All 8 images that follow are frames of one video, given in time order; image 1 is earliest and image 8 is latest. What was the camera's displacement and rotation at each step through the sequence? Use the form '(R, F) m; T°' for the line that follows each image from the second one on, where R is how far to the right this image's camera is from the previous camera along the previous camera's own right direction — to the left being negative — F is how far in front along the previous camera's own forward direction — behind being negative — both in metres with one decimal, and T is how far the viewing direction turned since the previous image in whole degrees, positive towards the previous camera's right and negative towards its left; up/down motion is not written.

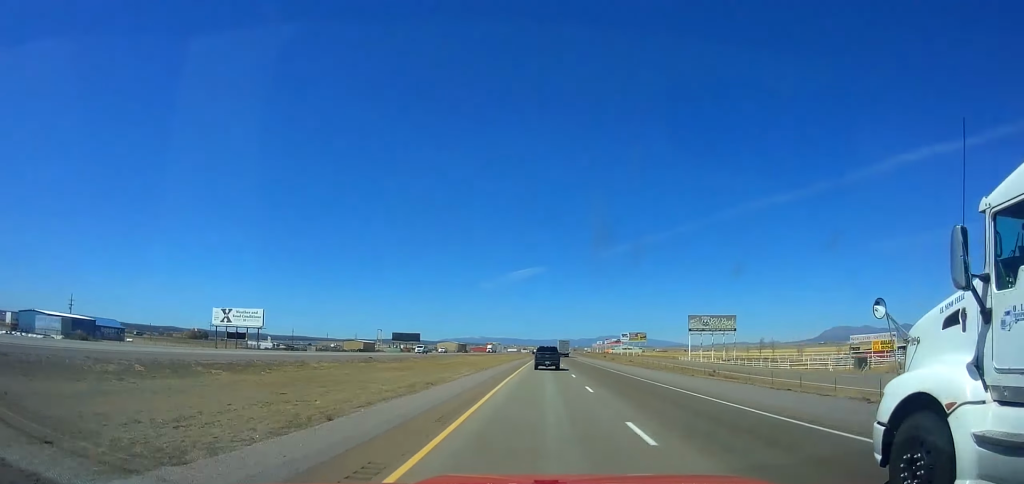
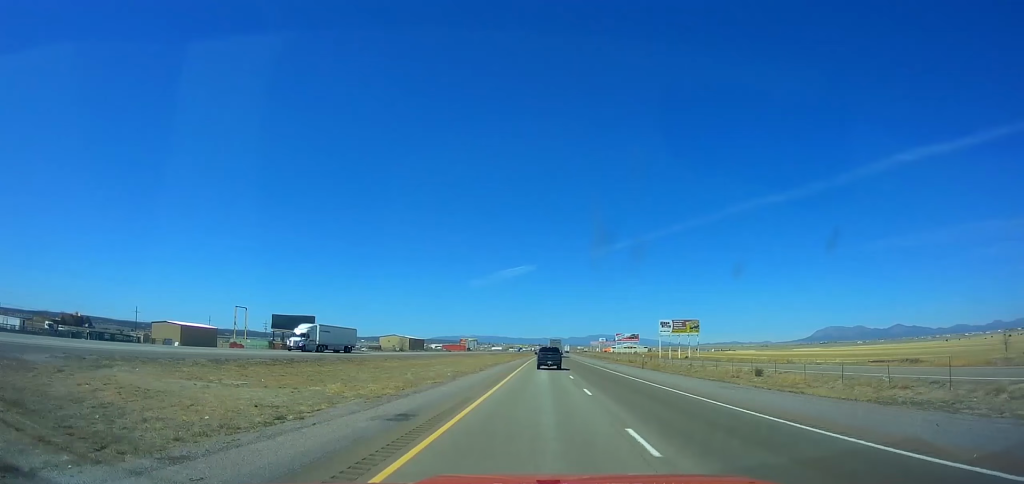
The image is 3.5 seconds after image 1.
(+0.9, +120.5) m; +1°
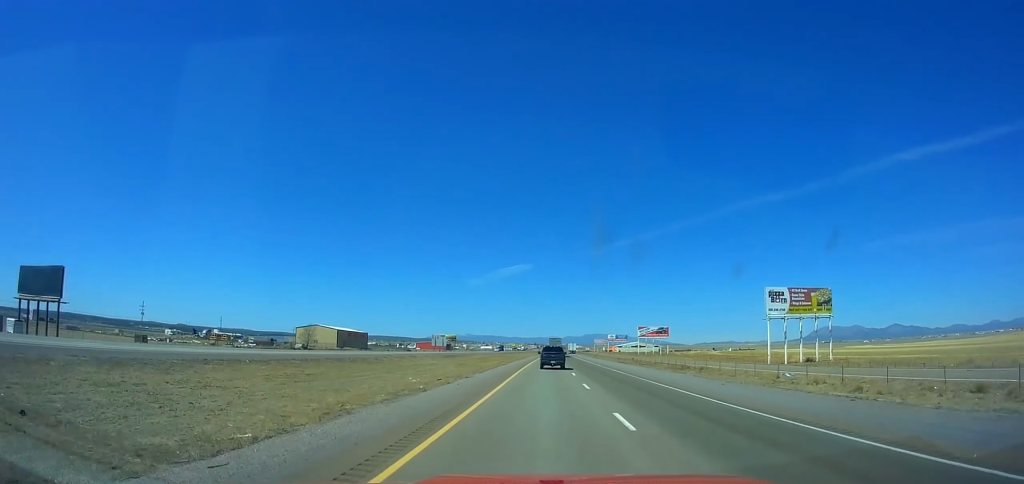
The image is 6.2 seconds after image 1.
(+0.3, +93.3) m; +1°
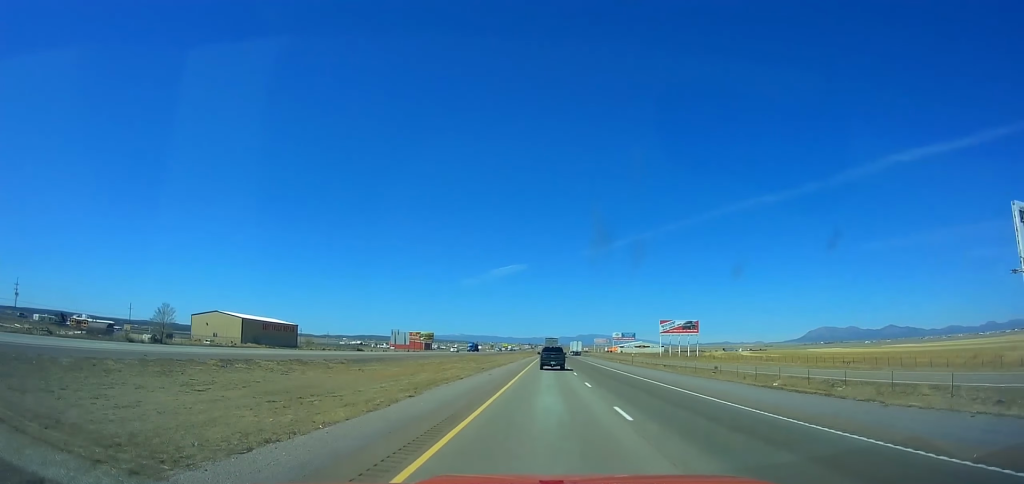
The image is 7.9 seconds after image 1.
(+0.3, +58.8) m; +1°
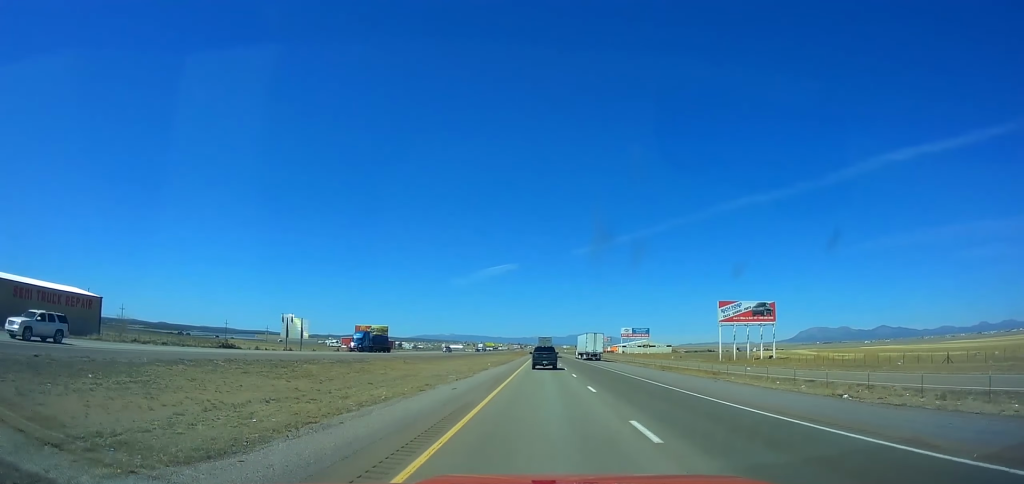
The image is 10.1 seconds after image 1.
(+0.5, +76.1) m; +1°
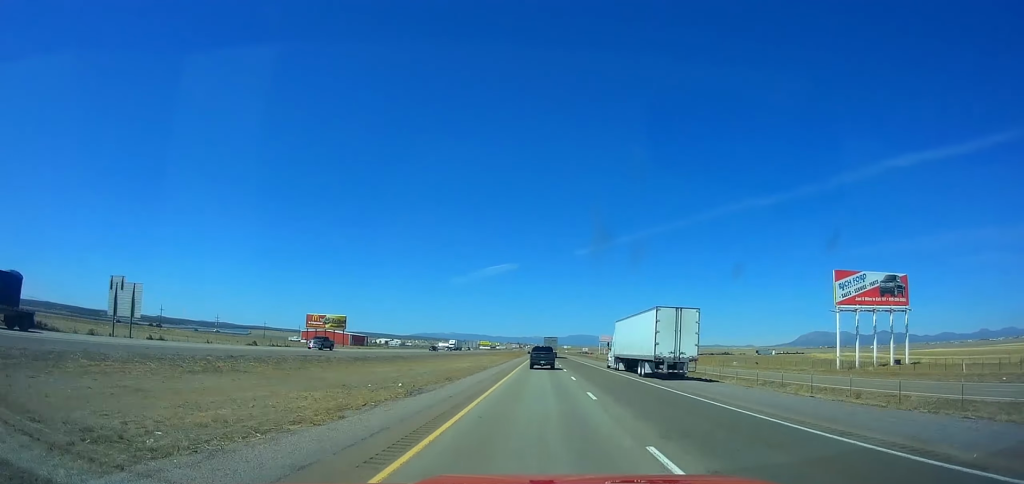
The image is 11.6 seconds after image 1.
(+0.5, +52.1) m; 0°
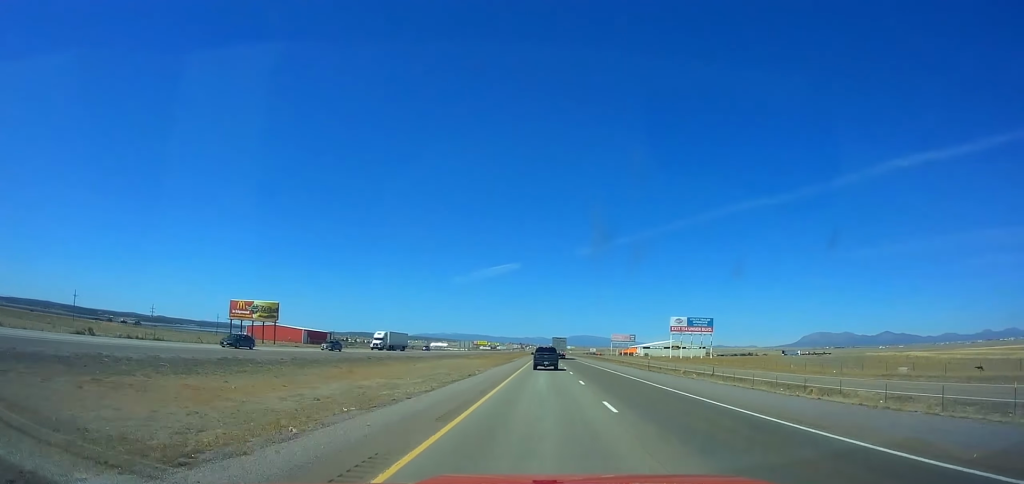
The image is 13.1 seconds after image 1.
(+0.3, +52.1) m; 0°
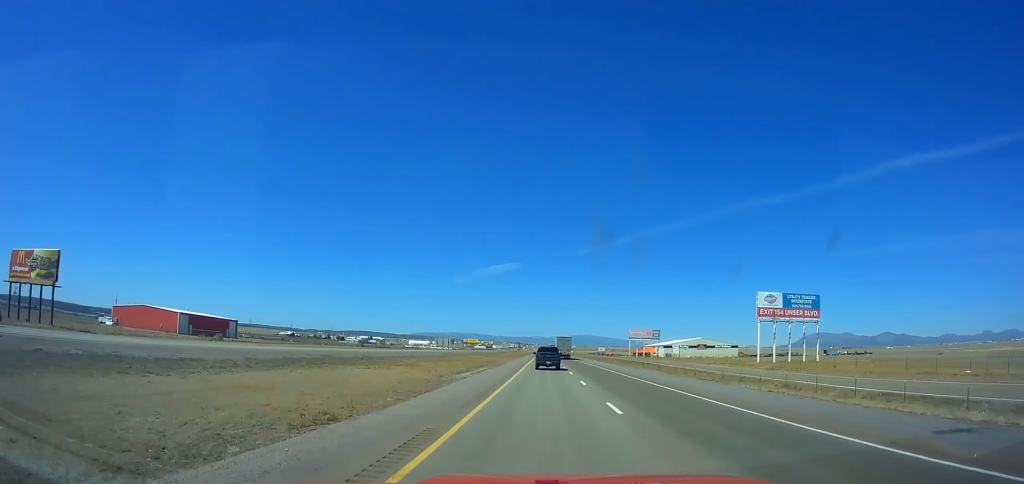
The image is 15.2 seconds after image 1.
(-0.3, +73.3) m; 0°
